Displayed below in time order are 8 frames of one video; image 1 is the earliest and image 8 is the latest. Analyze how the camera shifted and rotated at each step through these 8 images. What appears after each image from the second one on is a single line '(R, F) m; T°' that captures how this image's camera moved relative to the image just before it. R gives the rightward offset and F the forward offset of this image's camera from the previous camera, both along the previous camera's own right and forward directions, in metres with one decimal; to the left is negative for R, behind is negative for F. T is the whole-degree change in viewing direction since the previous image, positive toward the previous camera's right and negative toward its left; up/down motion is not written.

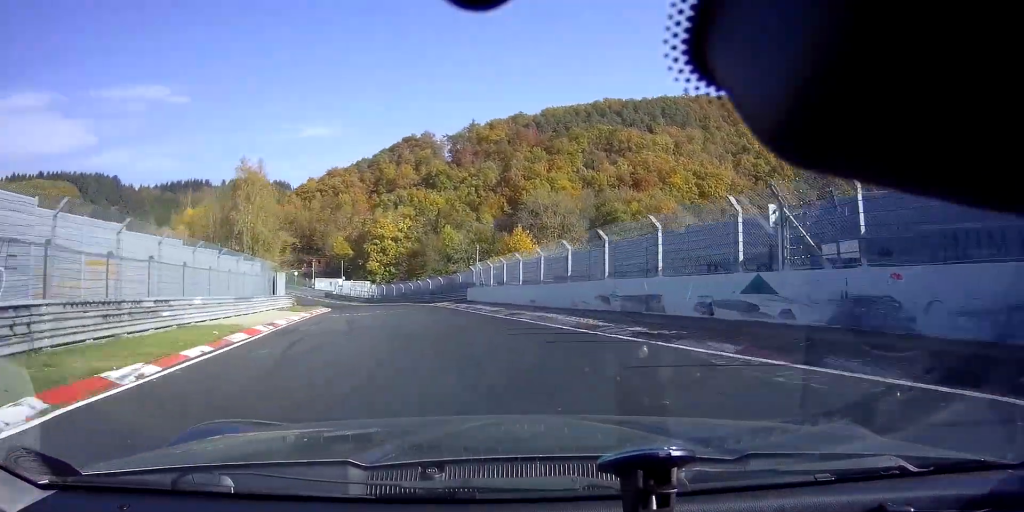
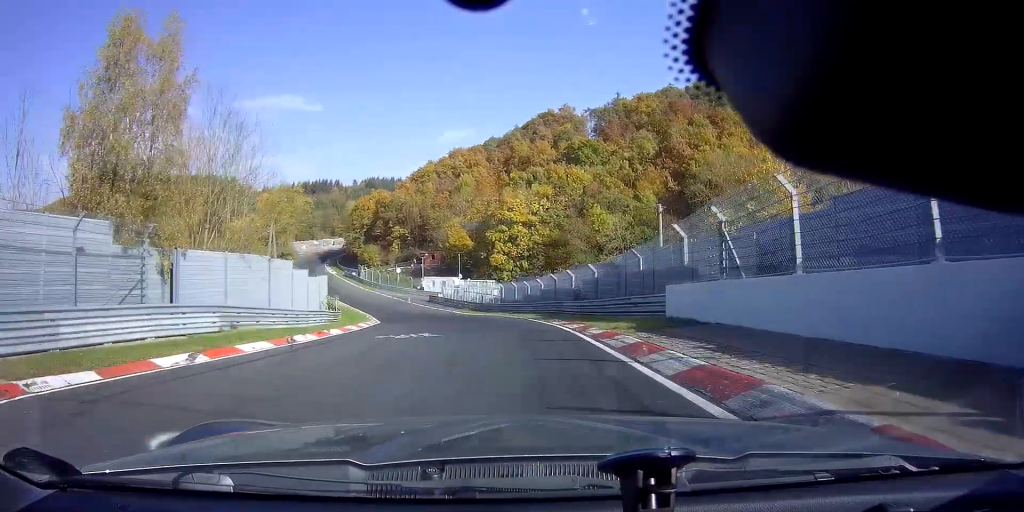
(-4.2, +29.1) m; -16°
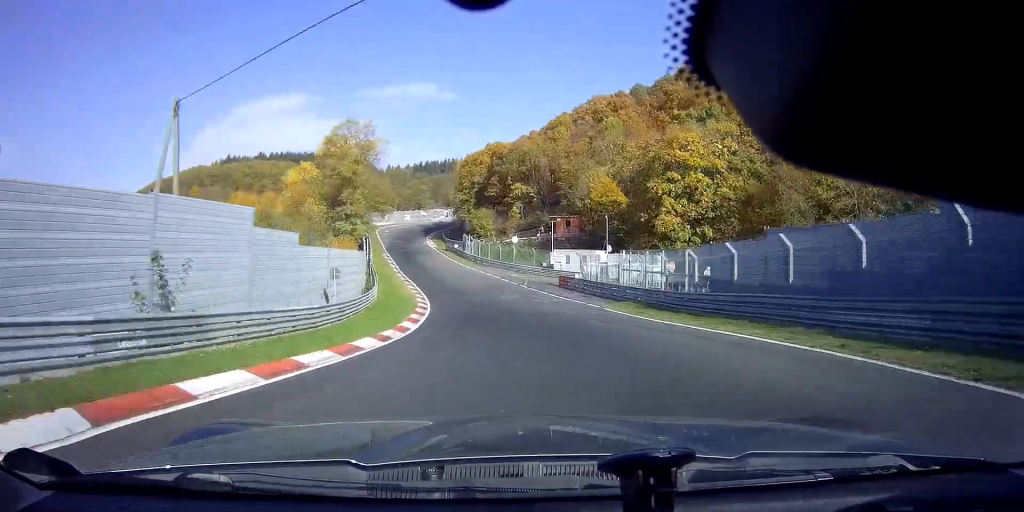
(-3.6, +31.9) m; -14°
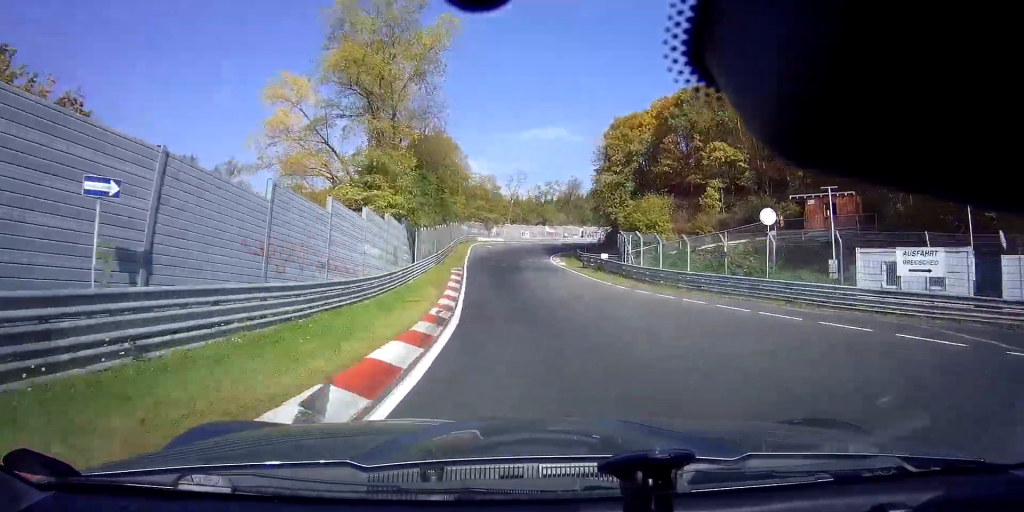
(-5.2, +39.5) m; -10°
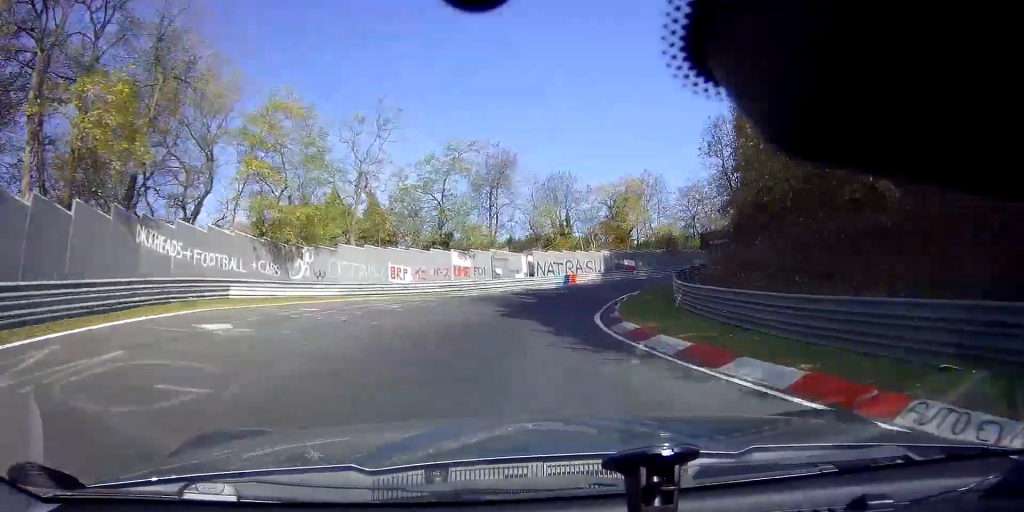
(+2.0, +58.0) m; +16°
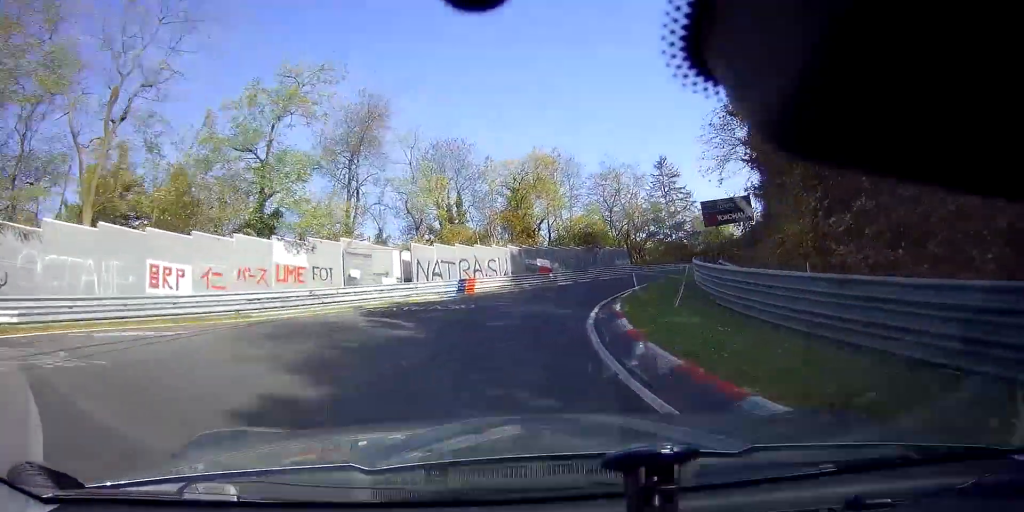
(+1.9, +15.0) m; +12°
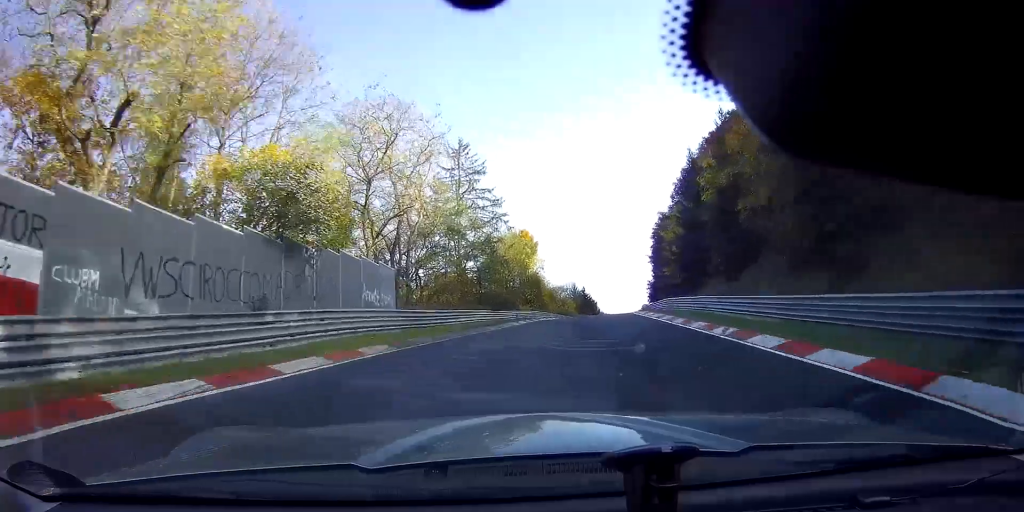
(+8.5, +32.7) m; +25°
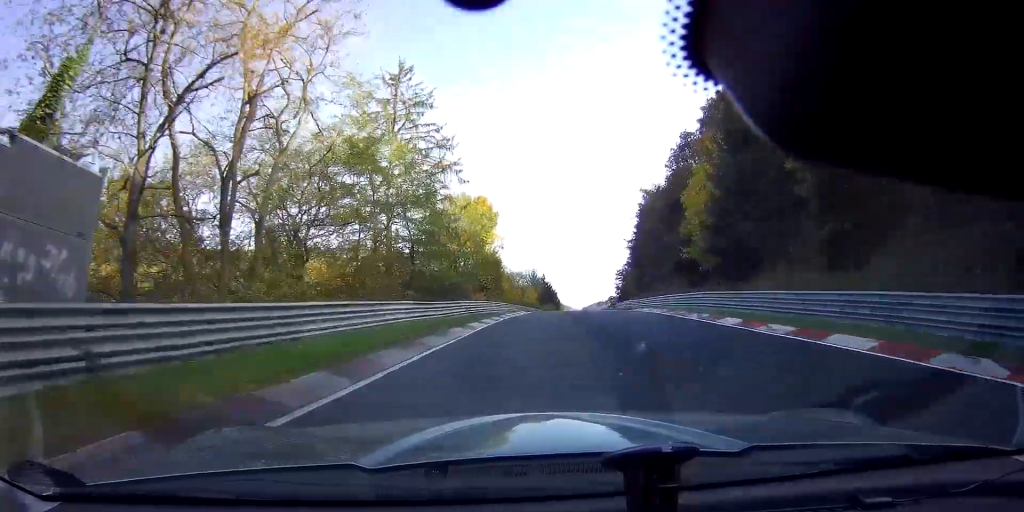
(+1.3, +17.3) m; +5°
